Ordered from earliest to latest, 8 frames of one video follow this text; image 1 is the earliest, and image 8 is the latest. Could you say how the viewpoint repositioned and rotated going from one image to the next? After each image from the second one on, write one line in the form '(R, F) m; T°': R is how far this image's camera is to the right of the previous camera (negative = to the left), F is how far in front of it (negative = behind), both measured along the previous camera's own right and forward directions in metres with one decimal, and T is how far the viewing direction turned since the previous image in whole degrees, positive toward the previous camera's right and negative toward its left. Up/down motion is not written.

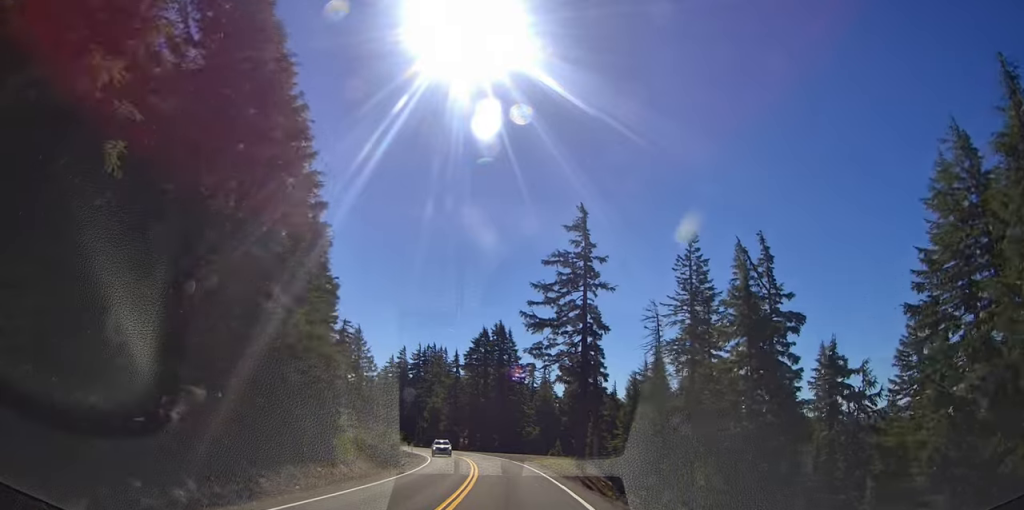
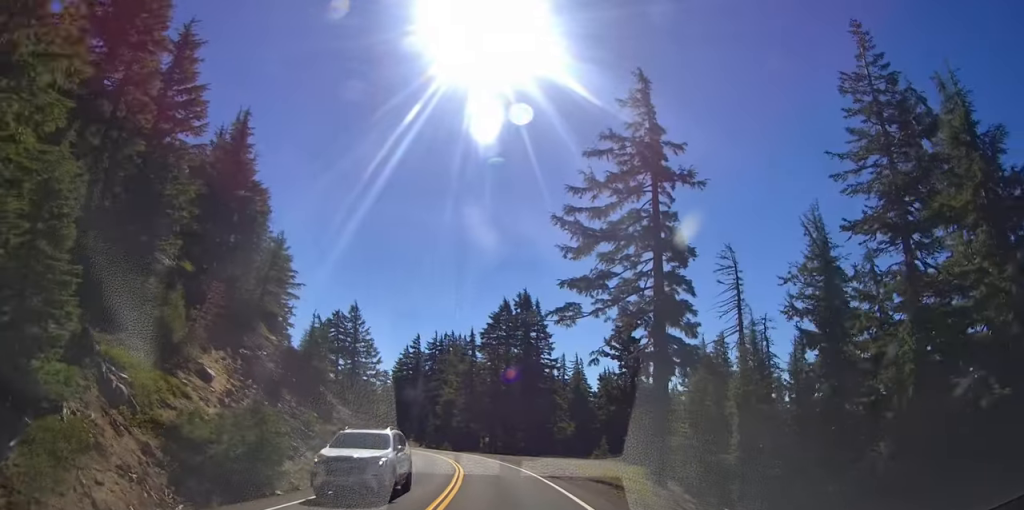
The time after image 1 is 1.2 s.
(-0.2, +22.4) m; 0°
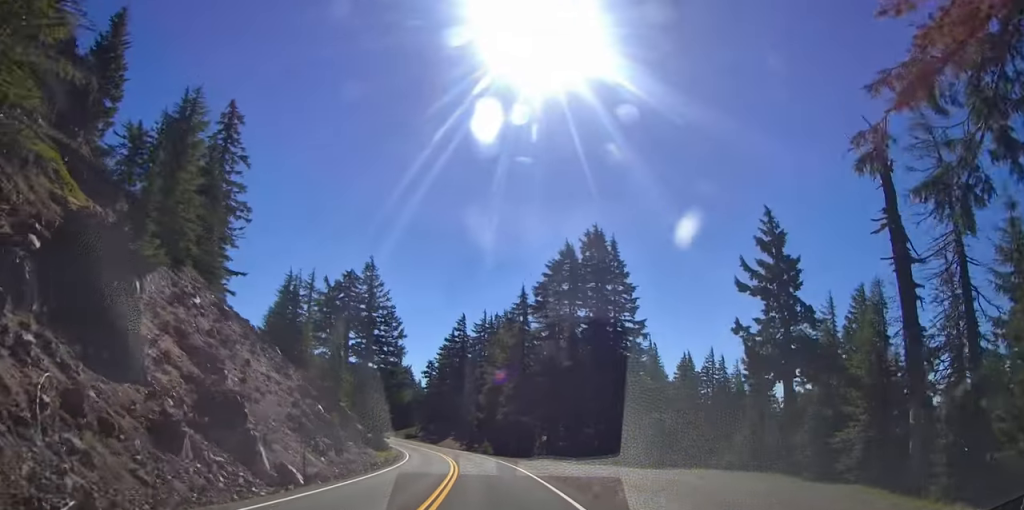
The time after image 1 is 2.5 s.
(0.0, +26.3) m; 0°
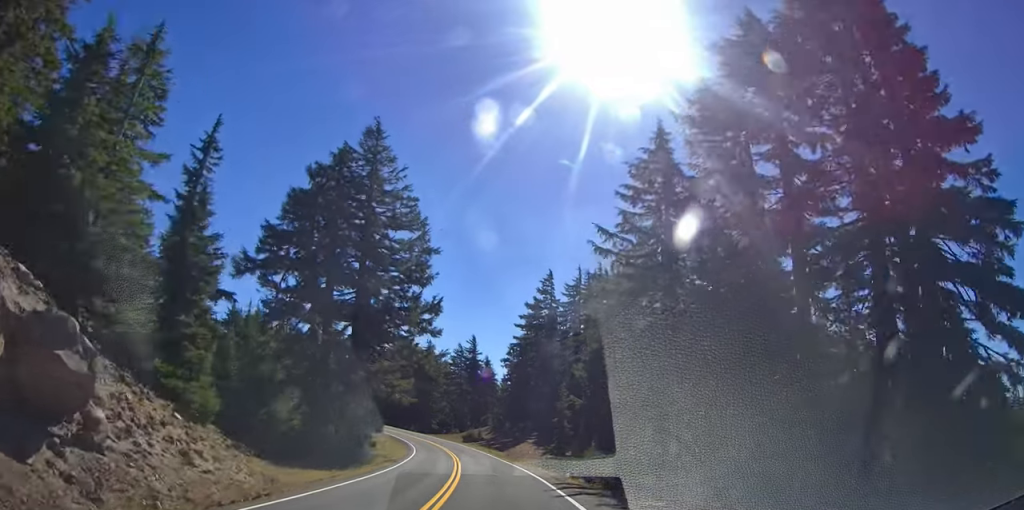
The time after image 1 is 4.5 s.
(0.0, +38.6) m; 0°
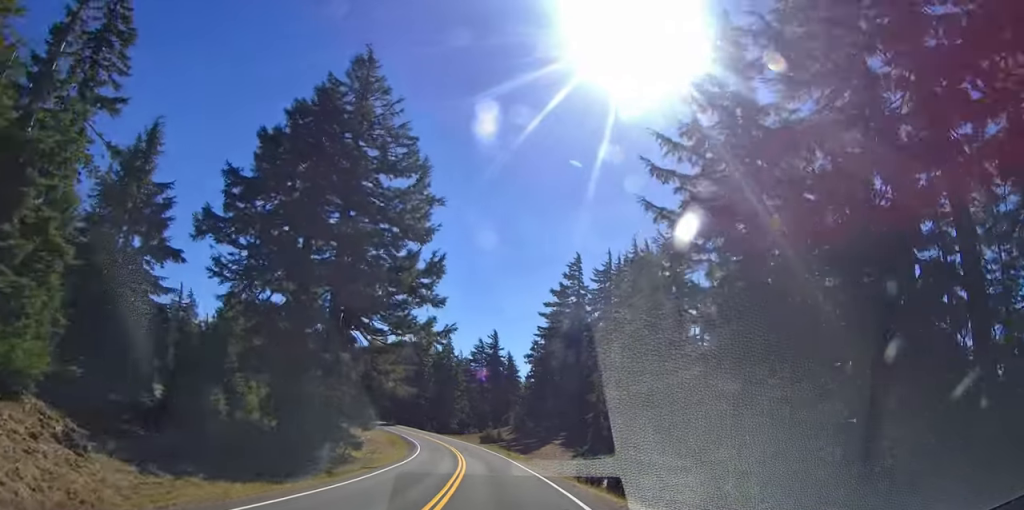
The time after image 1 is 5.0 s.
(0.0, +9.7) m; 0°
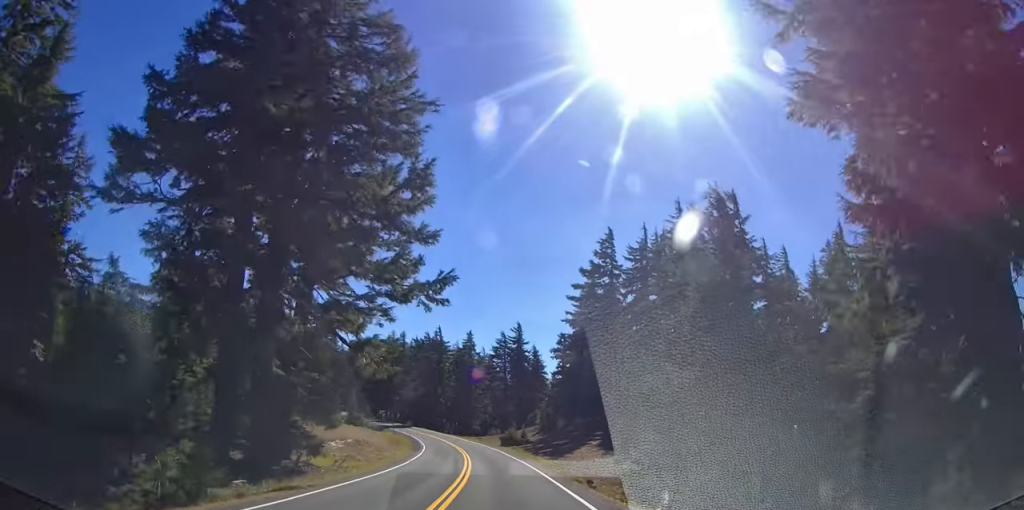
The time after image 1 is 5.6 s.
(0.0, +11.0) m; 0°
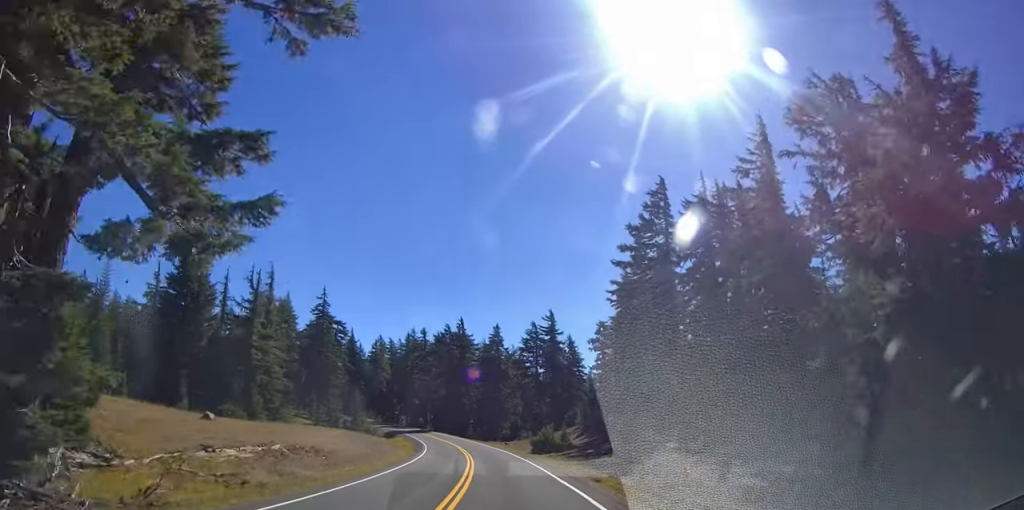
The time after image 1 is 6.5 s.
(0.0, +16.8) m; 0°
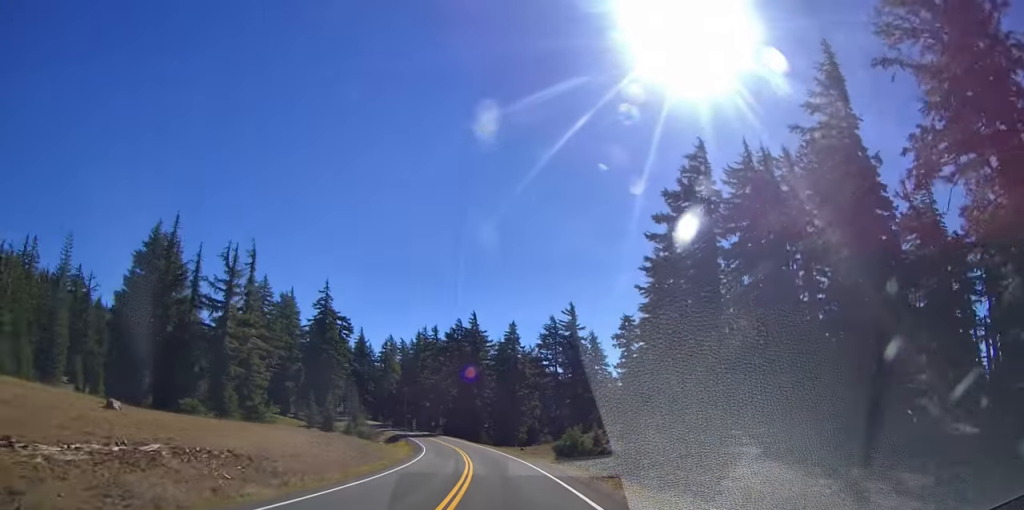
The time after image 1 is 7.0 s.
(0.0, +9.7) m; 0°
